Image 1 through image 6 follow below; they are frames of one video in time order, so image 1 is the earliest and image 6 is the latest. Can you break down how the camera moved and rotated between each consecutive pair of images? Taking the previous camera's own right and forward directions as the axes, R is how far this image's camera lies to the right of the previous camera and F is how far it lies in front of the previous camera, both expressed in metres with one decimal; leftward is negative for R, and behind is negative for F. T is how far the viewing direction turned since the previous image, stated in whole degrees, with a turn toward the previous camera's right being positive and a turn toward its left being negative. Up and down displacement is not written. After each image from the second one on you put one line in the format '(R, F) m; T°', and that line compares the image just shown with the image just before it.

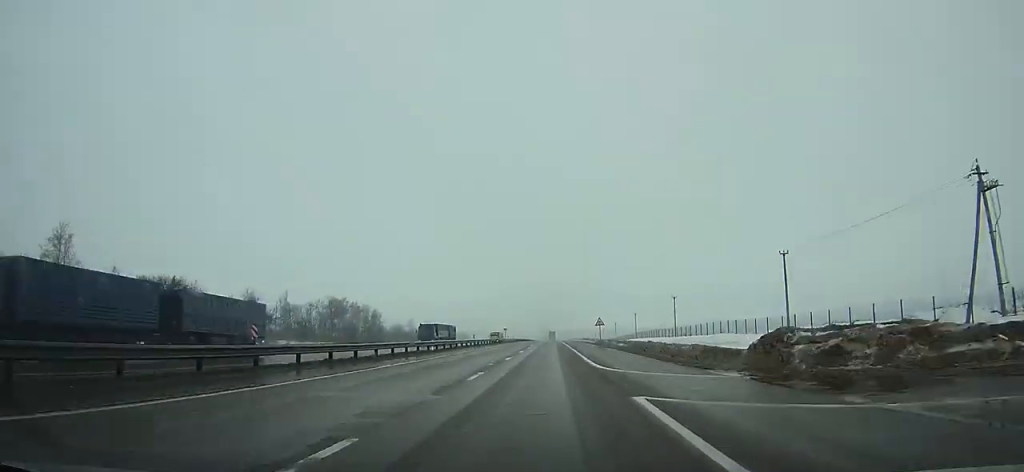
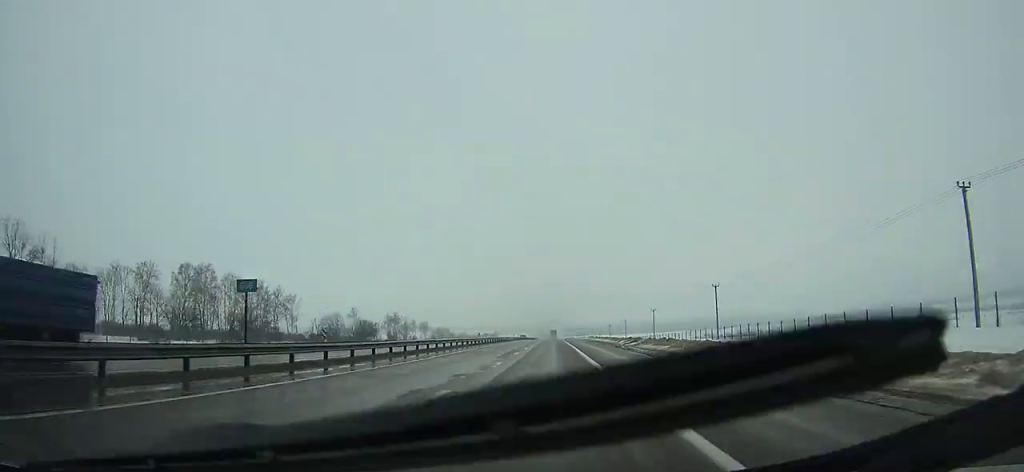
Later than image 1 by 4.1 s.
(-0.2, +89.5) m; 0°
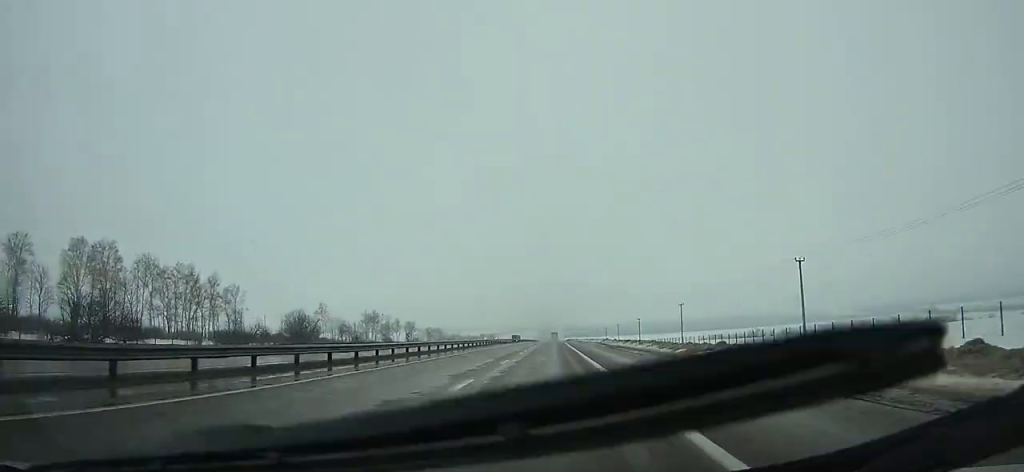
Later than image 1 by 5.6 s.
(-0.1, +32.8) m; 0°
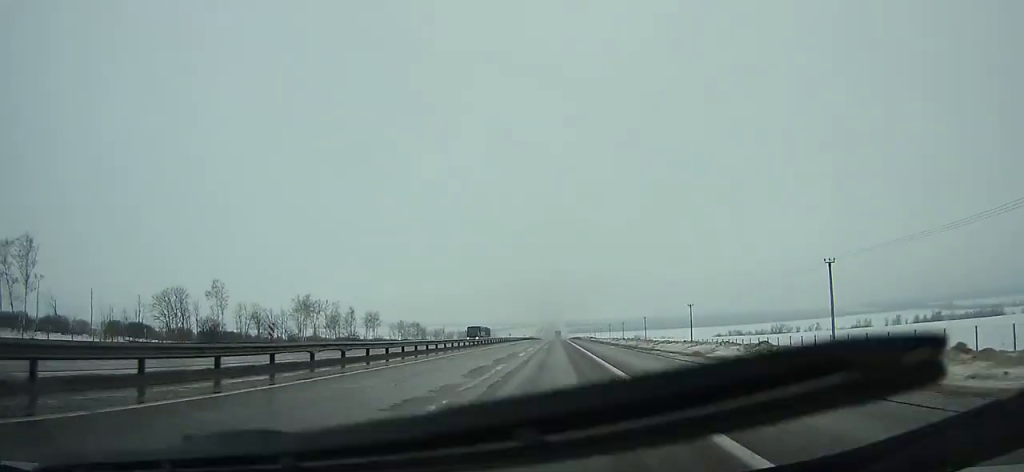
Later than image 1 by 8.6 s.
(+0.1, +65.6) m; 0°
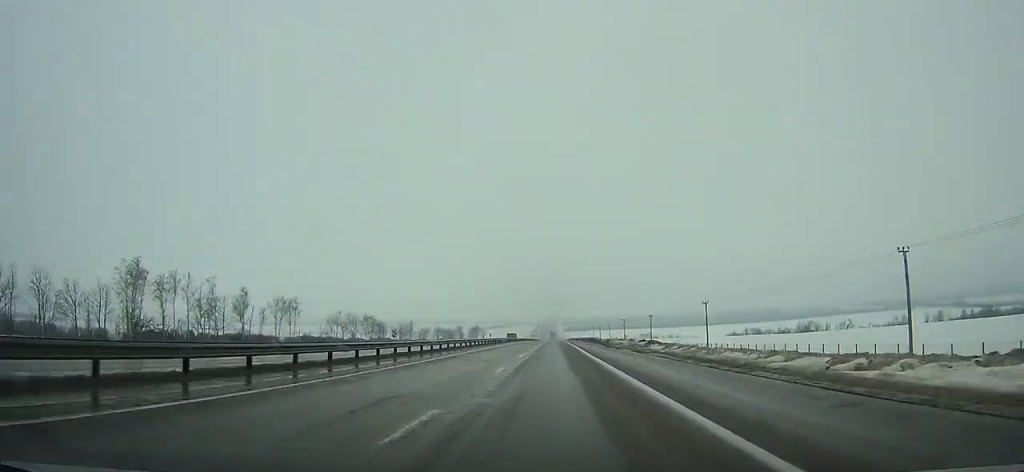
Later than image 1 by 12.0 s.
(+0.1, +74.9) m; 0°
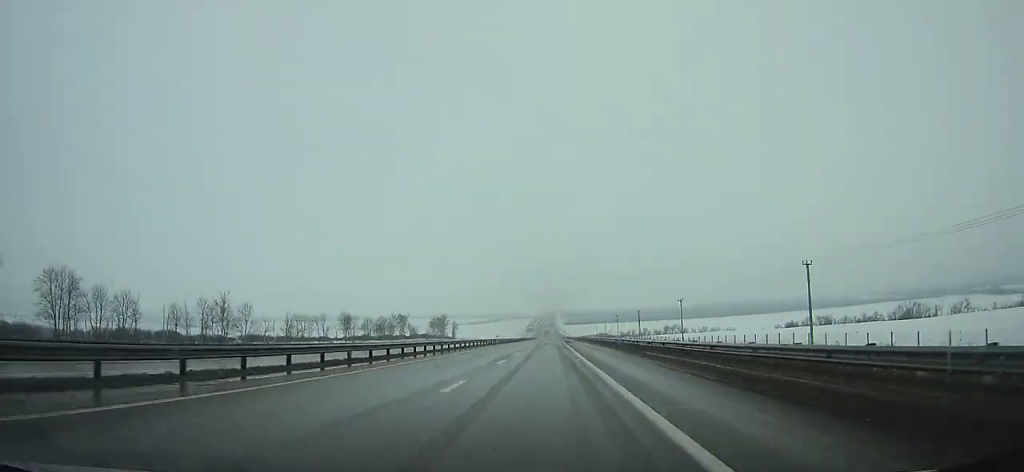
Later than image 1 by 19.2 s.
(-0.5, +163.5) m; 0°
